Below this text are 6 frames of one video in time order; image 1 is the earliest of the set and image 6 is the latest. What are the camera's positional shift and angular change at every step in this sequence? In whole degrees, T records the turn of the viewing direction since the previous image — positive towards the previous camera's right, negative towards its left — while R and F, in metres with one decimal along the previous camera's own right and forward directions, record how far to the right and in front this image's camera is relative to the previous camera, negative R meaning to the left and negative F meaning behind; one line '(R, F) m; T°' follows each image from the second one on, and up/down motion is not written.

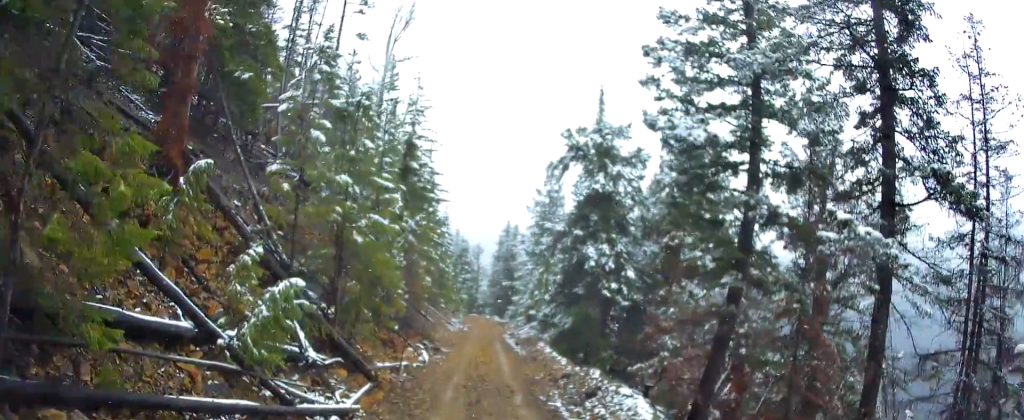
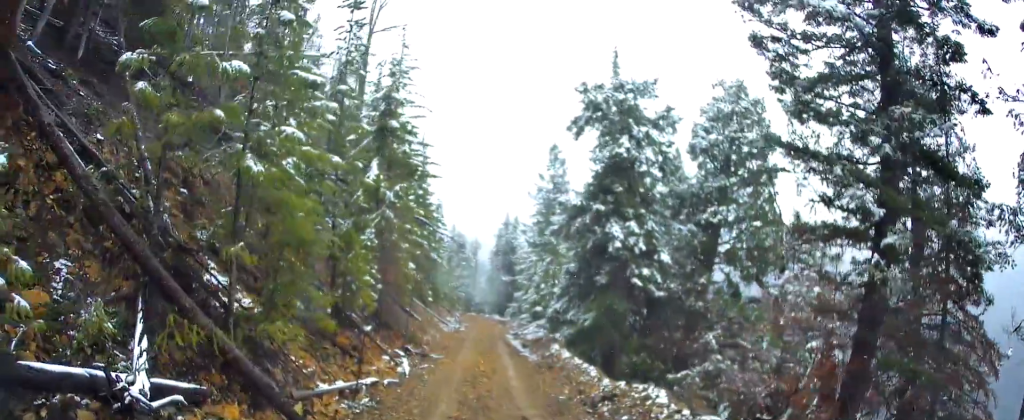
(+0.1, +4.3) m; -7°
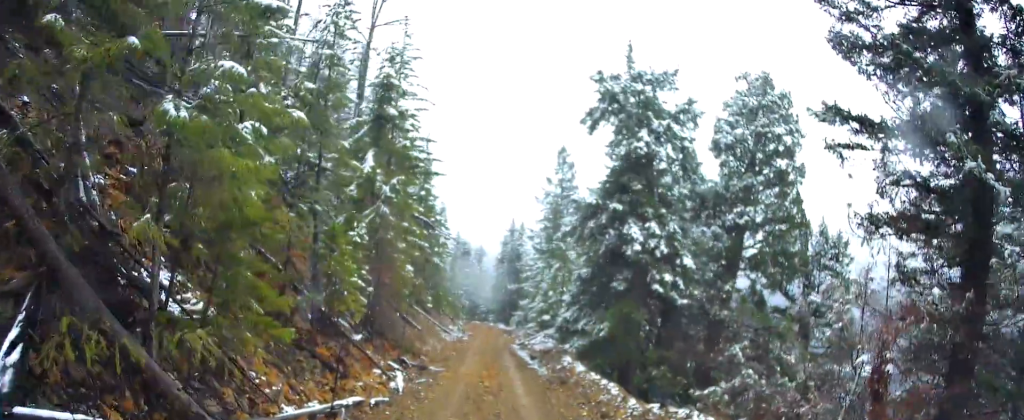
(-0.3, +1.6) m; -3°
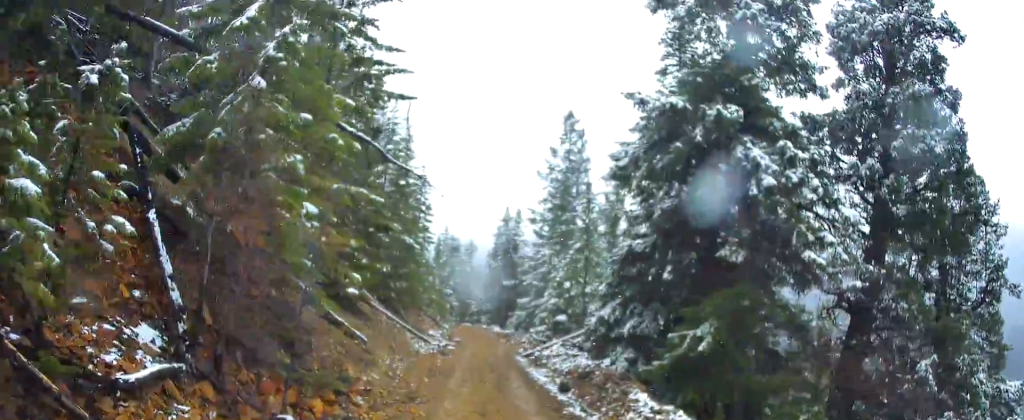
(+1.9, +8.2) m; +17°
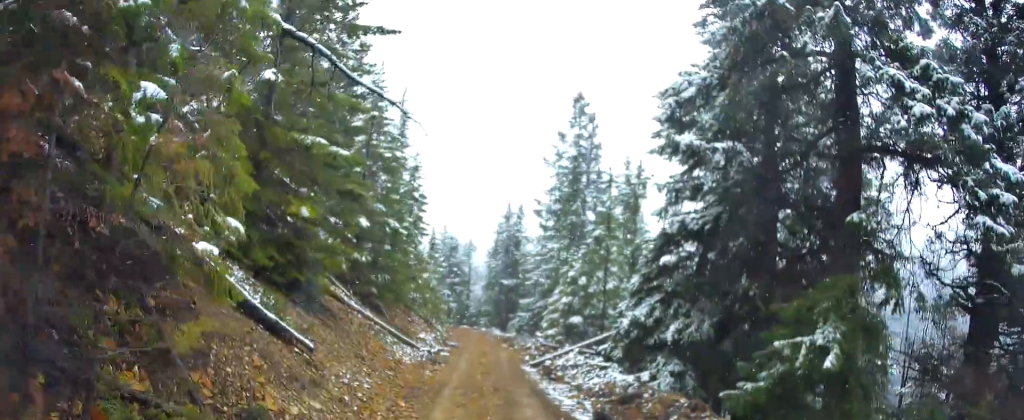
(-0.4, +3.9) m; -4°
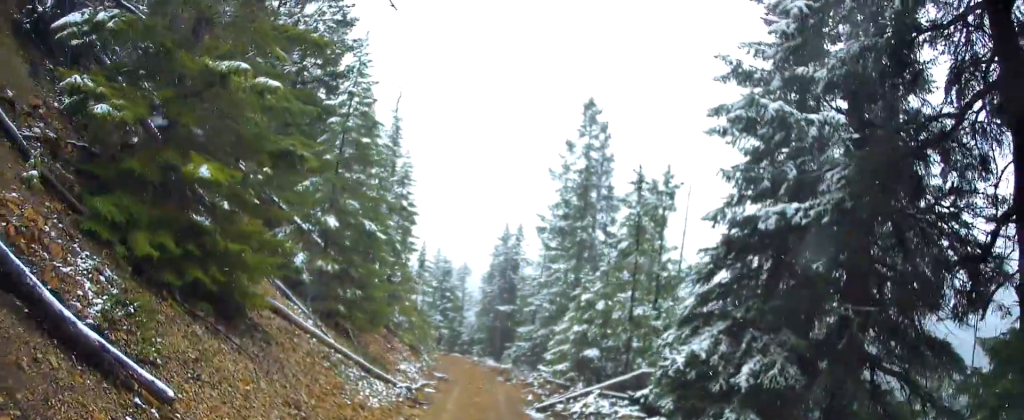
(+0.1, +3.8) m; -1°
